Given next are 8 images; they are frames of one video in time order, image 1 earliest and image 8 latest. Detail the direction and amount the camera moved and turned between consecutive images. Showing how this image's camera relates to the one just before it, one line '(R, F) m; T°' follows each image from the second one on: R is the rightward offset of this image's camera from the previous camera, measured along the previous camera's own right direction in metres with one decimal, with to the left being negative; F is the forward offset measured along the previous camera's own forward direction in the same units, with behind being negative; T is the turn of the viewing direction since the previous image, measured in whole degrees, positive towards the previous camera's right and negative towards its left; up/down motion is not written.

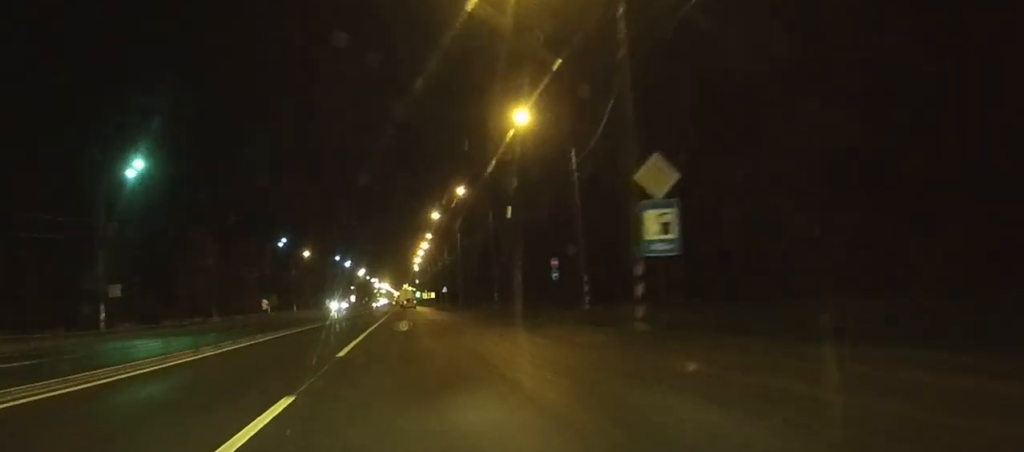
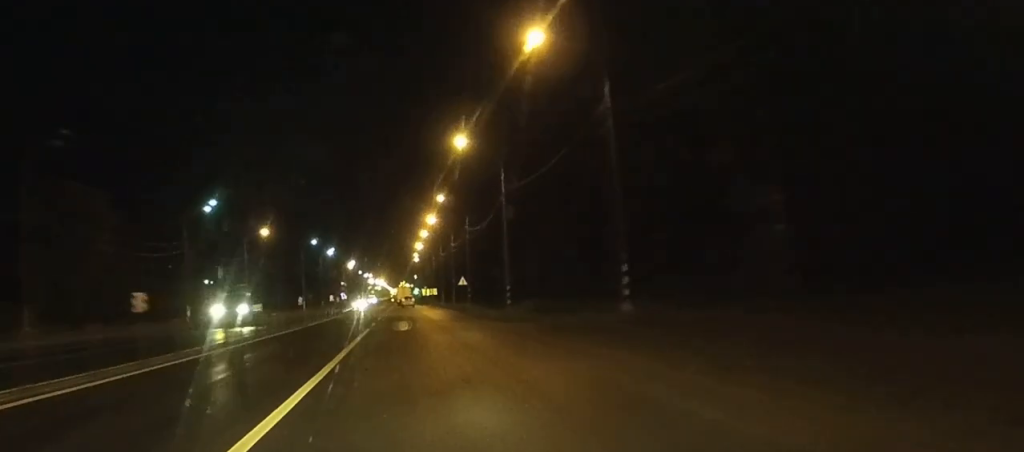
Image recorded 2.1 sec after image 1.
(+0.1, +47.2) m; 0°
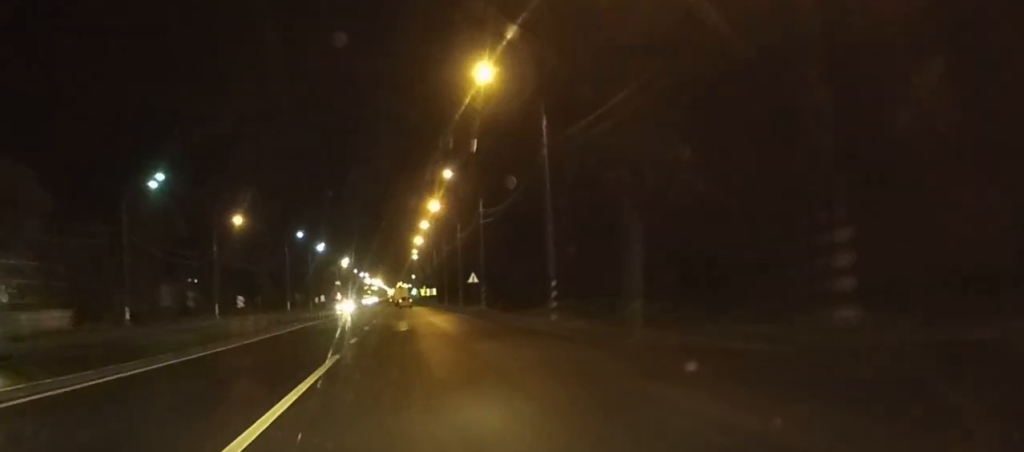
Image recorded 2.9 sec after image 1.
(0.0, +17.4) m; 0°
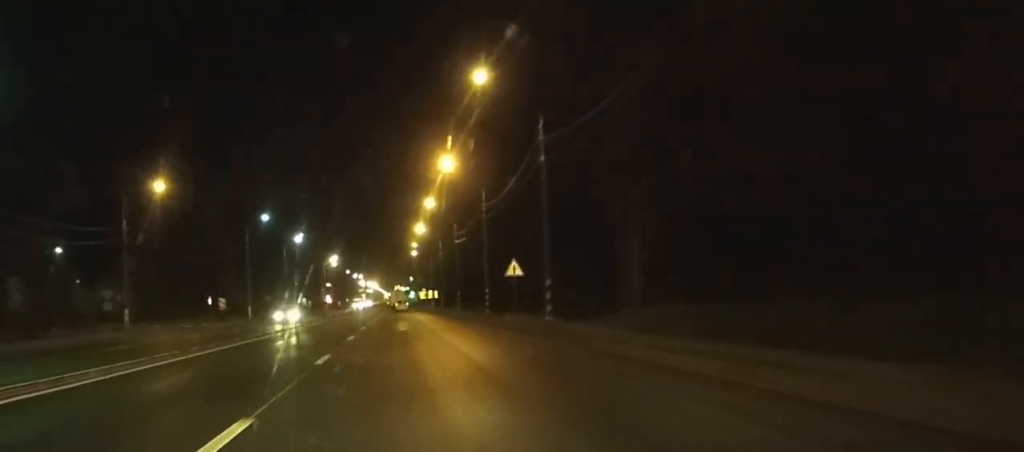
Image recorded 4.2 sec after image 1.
(+0.1, +31.4) m; 0°
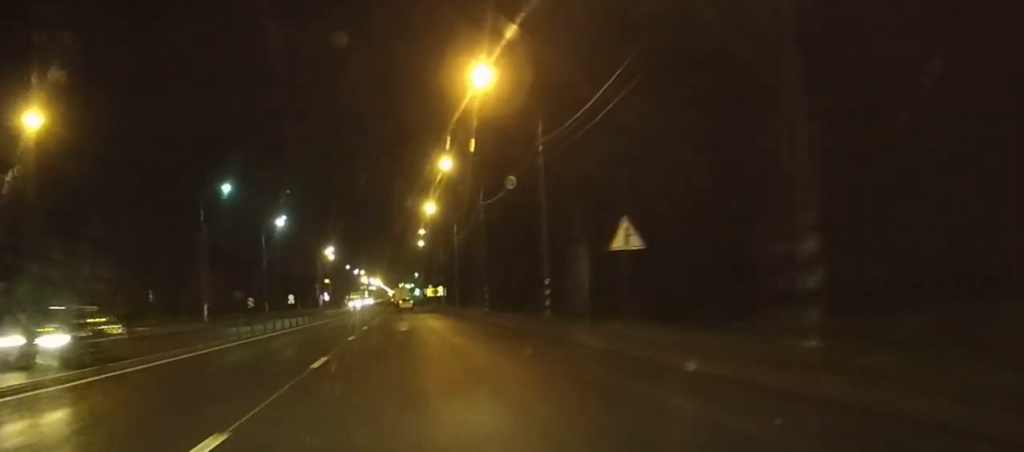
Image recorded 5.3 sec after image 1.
(-0.1, +24.7) m; 0°
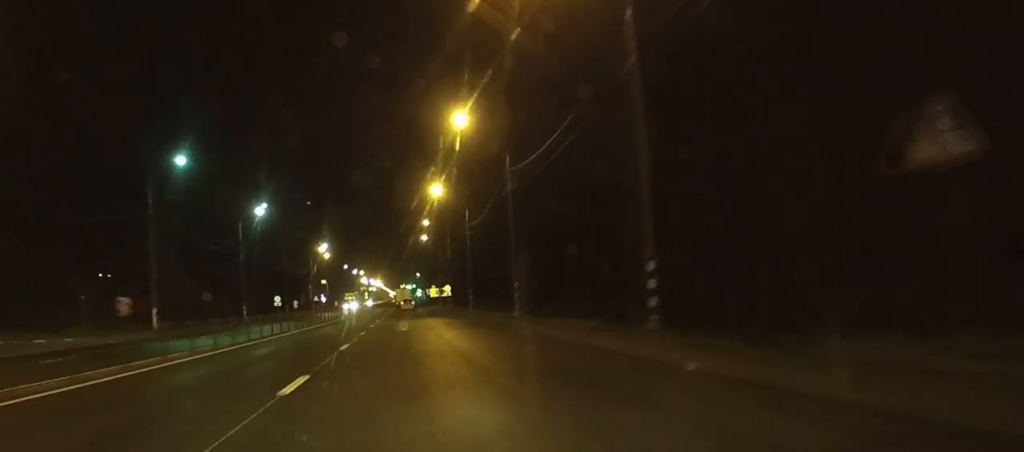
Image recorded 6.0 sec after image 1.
(0.0, +16.3) m; 0°
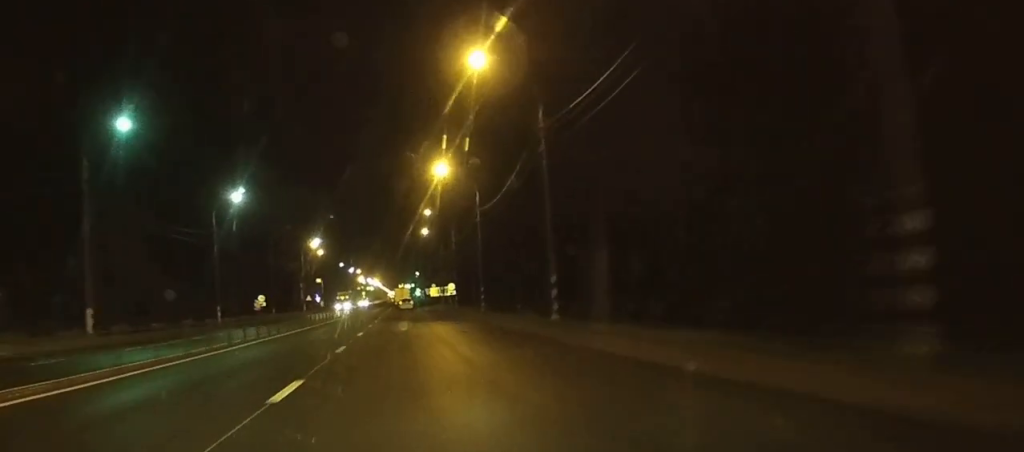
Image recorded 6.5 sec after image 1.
(0.0, +12.4) m; 0°
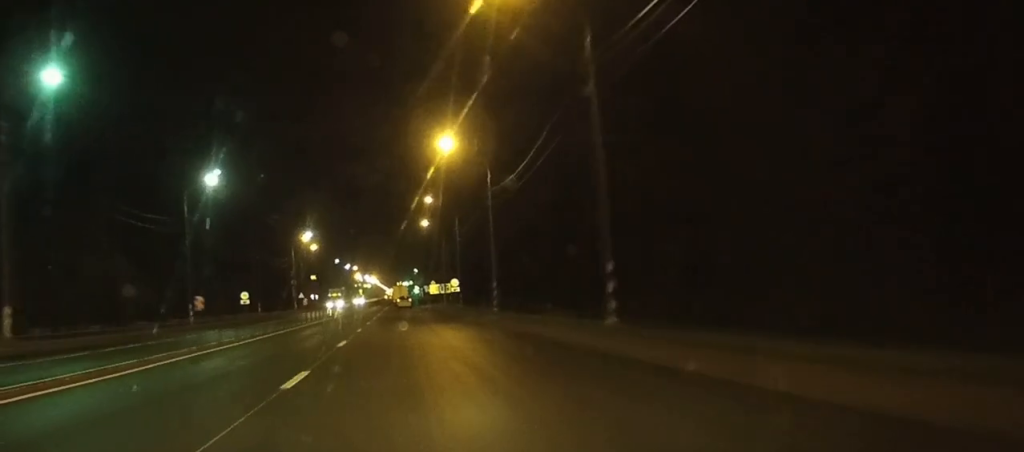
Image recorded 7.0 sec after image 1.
(0.0, +10.1) m; 0°
